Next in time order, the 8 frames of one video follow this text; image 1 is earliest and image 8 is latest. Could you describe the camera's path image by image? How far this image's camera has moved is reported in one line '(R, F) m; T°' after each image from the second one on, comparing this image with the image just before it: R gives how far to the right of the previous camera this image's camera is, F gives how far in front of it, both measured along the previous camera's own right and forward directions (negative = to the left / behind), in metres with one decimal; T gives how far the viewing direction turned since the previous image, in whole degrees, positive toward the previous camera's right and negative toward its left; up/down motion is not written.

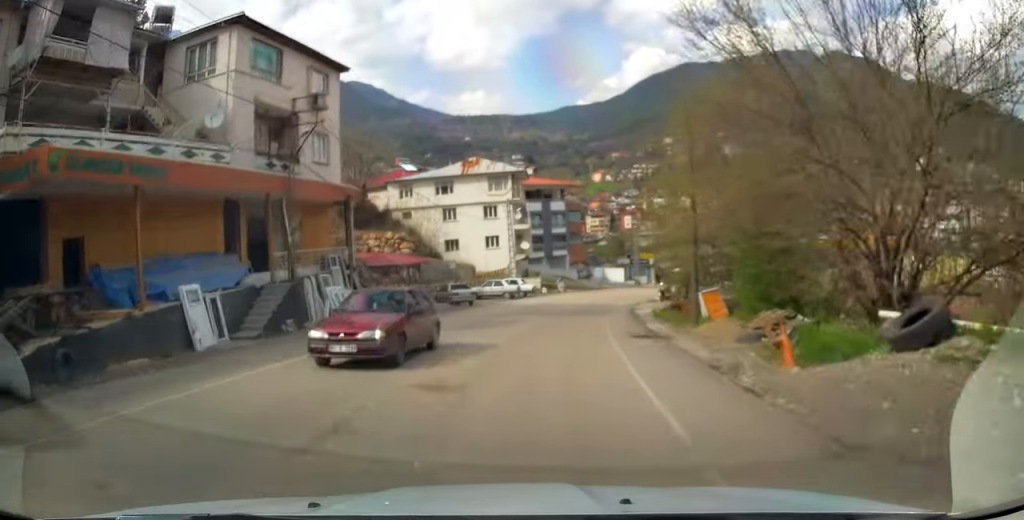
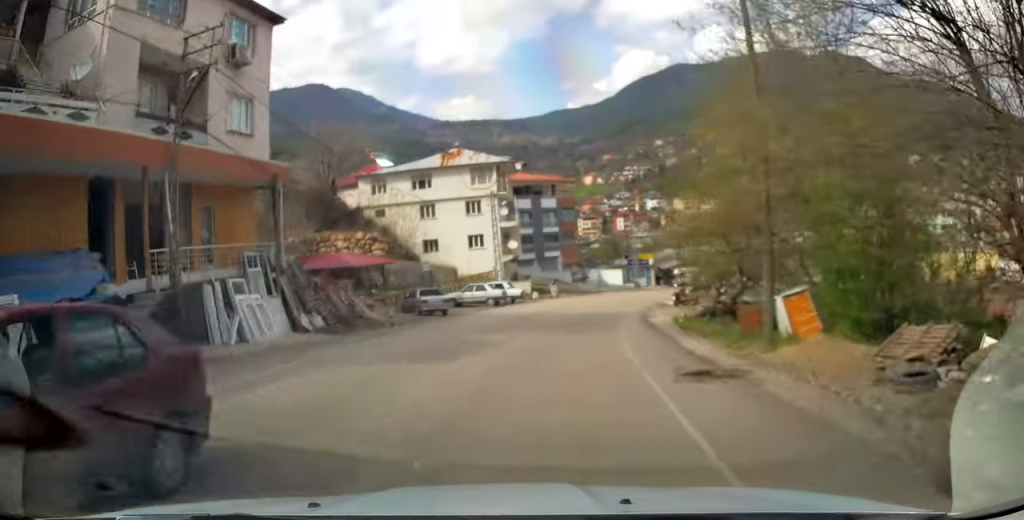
(0.0, +6.8) m; +1°
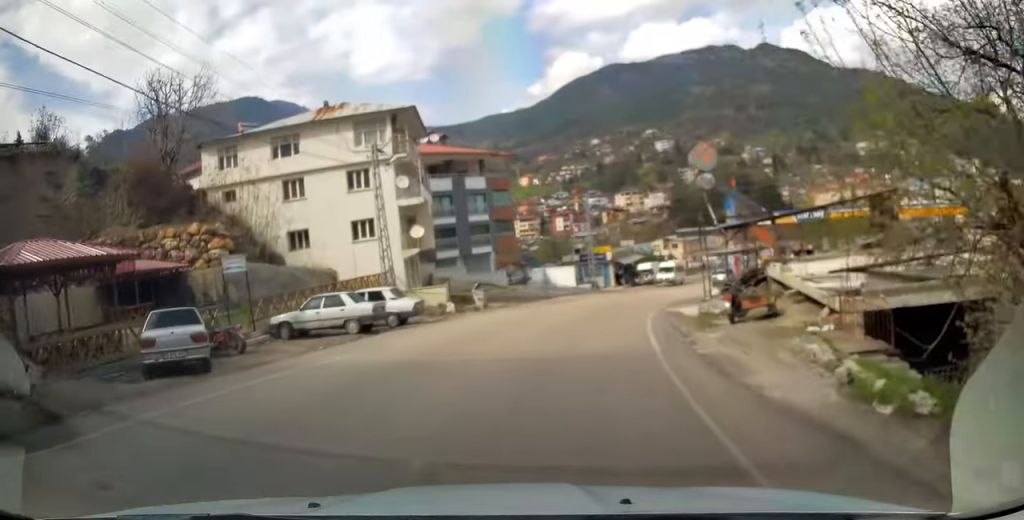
(+0.5, +18.3) m; +5°
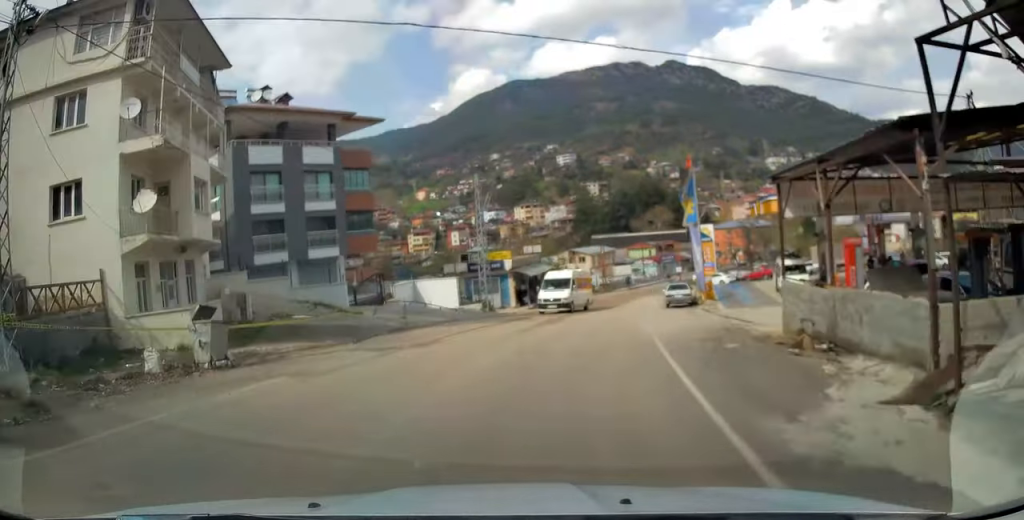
(+1.4, +19.2) m; +11°
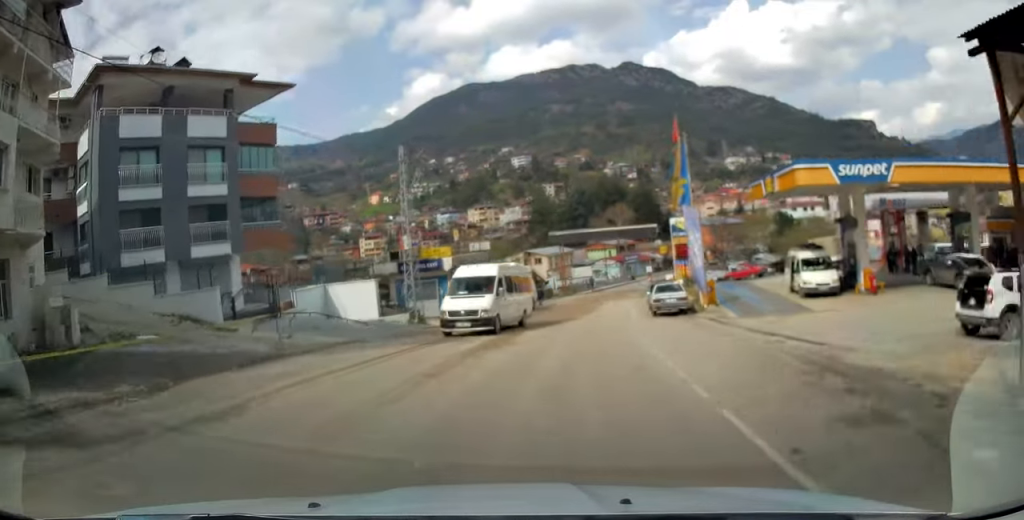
(+0.7, +9.5) m; +4°
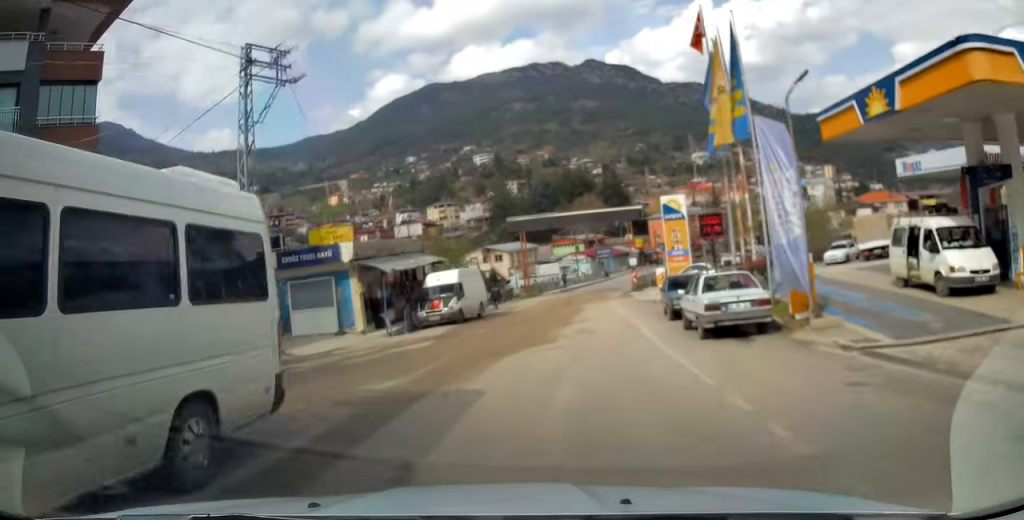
(+0.5, +13.7) m; +3°
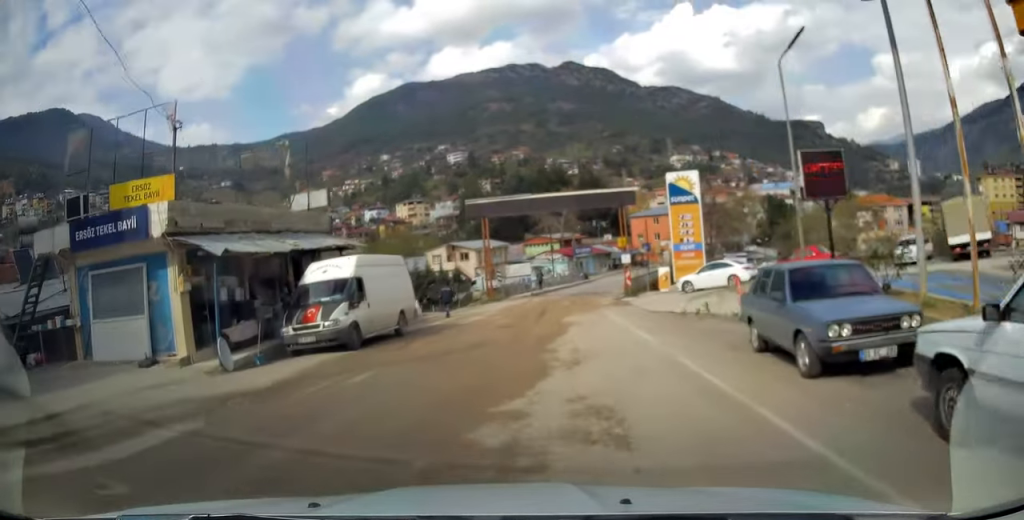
(+0.2, +12.0) m; +2°
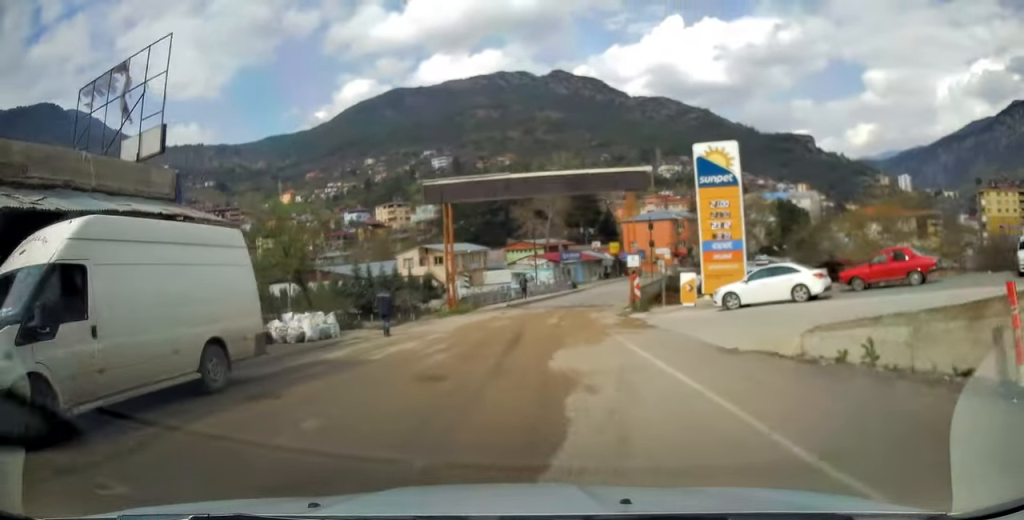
(+0.2, +10.7) m; +2°
